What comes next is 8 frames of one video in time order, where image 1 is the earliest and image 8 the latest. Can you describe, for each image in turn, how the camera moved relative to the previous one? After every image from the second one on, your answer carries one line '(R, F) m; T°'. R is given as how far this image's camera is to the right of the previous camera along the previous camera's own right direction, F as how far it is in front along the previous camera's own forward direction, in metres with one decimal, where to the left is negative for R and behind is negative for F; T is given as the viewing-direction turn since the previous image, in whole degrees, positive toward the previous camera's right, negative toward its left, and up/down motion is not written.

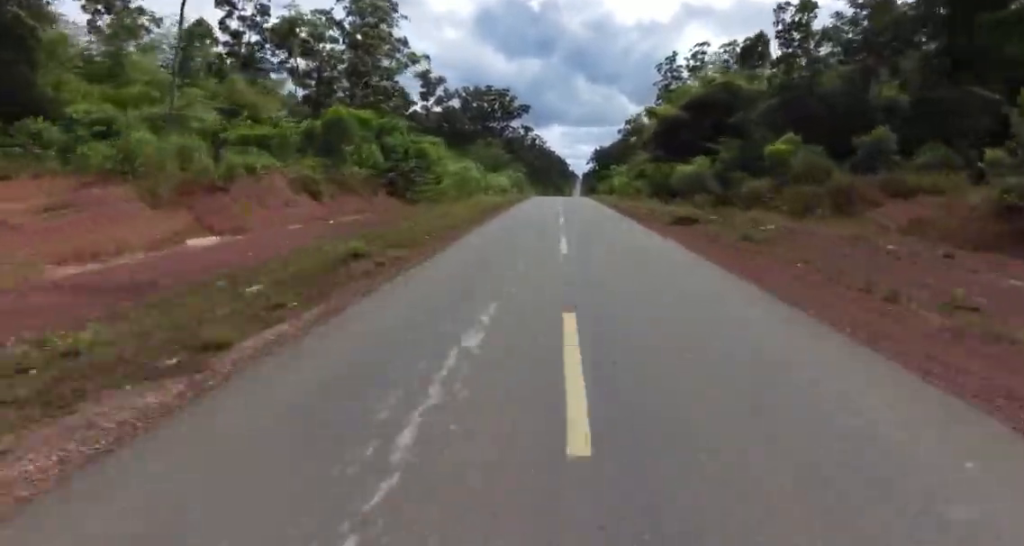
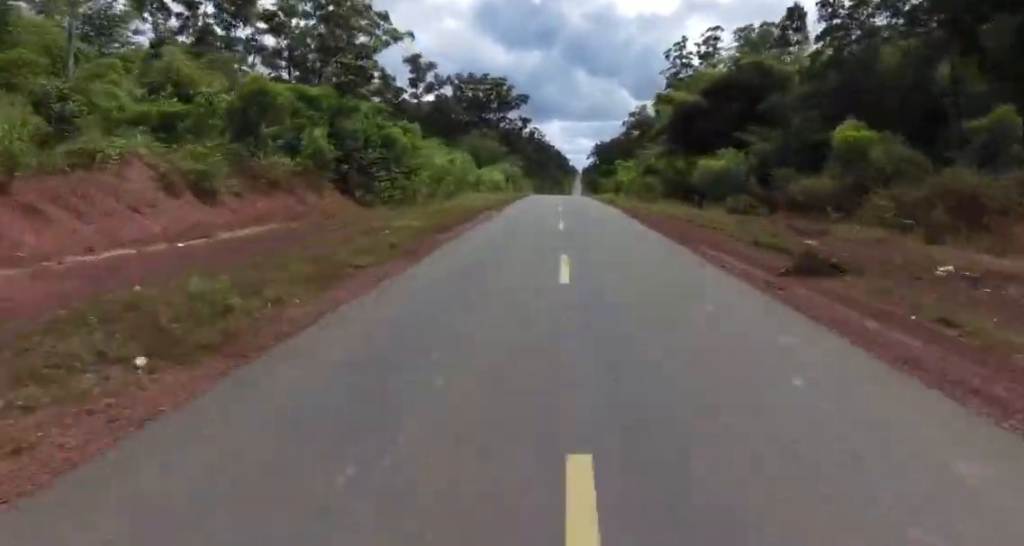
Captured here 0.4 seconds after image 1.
(0.0, +11.6) m; 0°
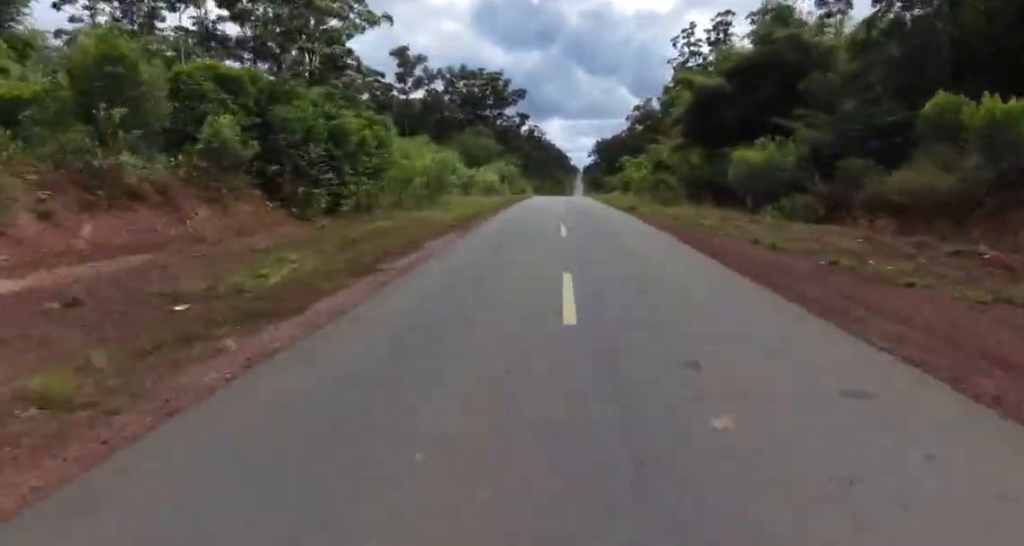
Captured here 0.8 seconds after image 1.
(0.0, +10.8) m; +1°
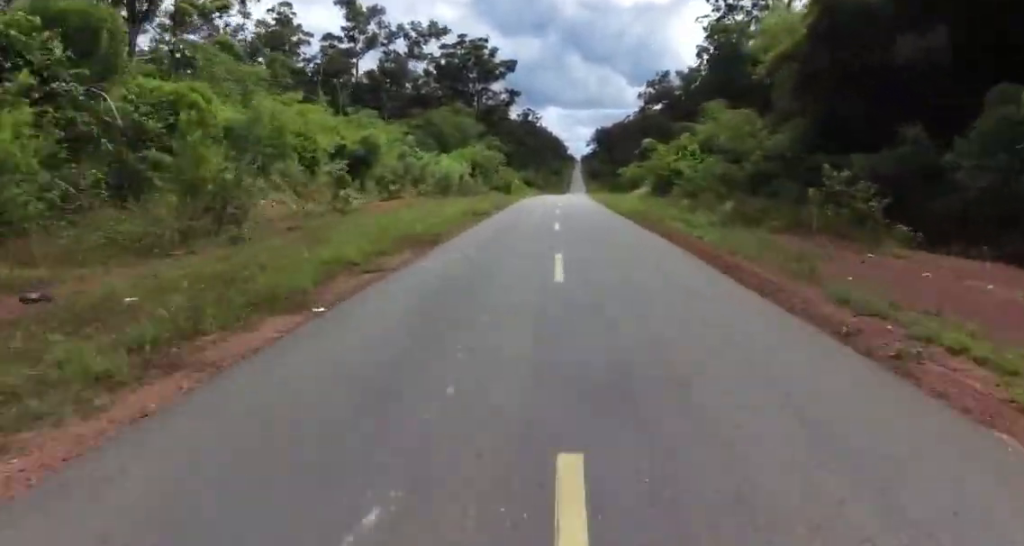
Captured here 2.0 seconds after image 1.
(+0.7, +30.7) m; +2°
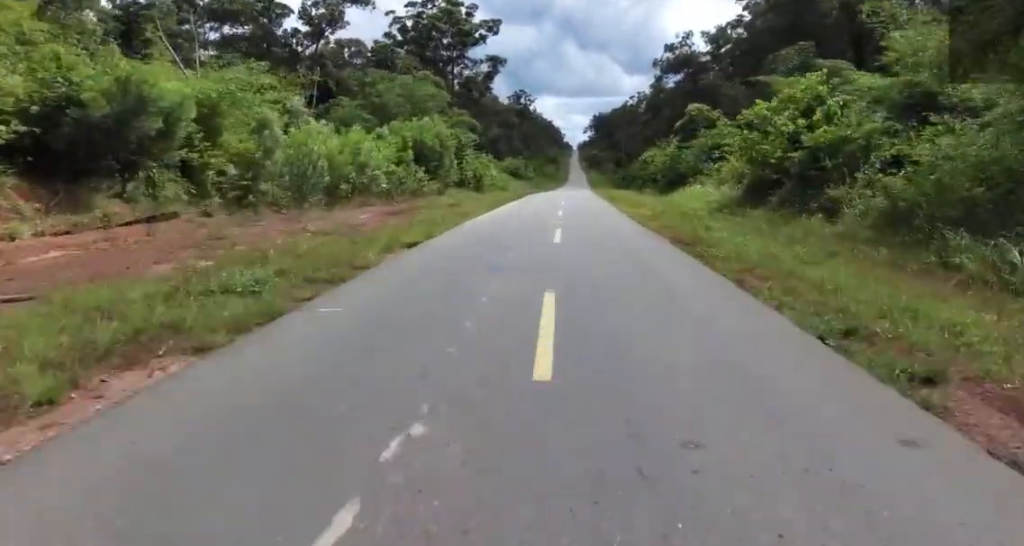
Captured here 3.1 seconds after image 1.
(+0.3, +29.8) m; -1°
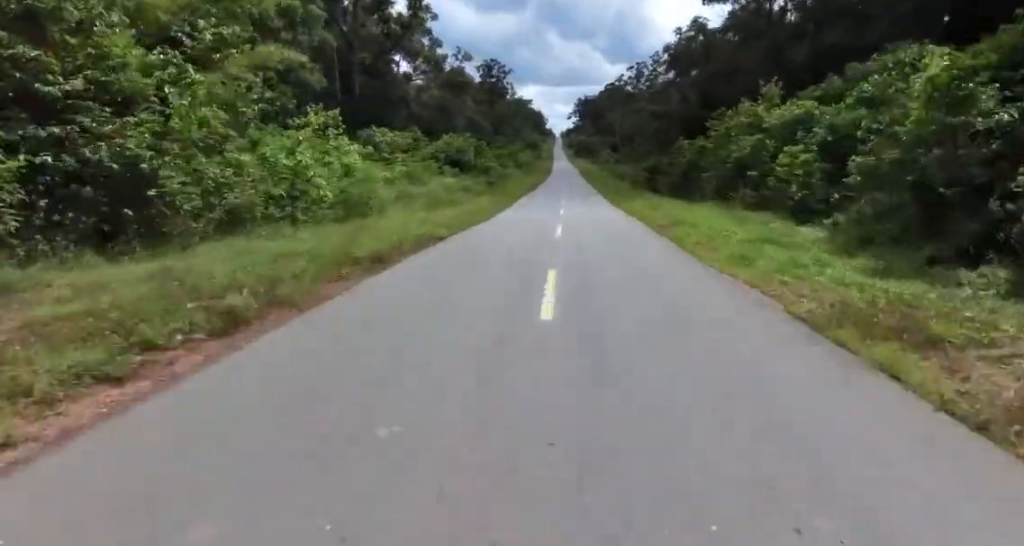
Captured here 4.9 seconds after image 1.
(-1.6, +47.2) m; -1°
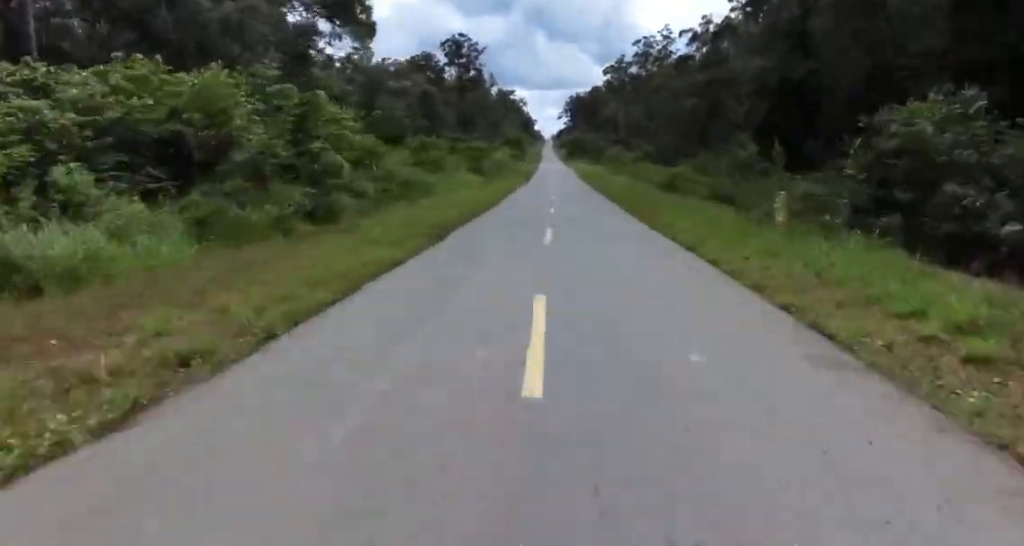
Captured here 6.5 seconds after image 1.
(+1.5, +41.9) m; +1°
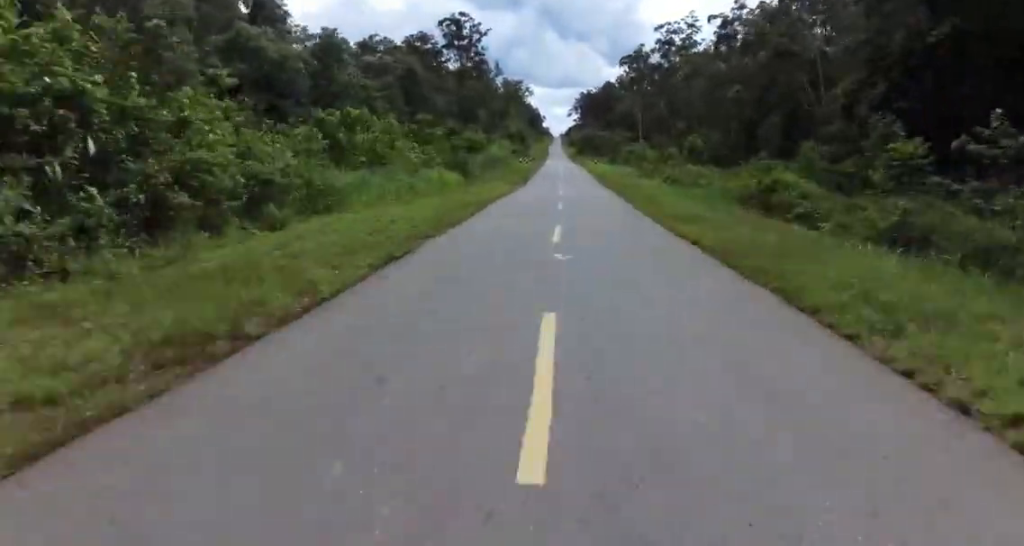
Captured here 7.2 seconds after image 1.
(-0.9, +18.0) m; -1°
